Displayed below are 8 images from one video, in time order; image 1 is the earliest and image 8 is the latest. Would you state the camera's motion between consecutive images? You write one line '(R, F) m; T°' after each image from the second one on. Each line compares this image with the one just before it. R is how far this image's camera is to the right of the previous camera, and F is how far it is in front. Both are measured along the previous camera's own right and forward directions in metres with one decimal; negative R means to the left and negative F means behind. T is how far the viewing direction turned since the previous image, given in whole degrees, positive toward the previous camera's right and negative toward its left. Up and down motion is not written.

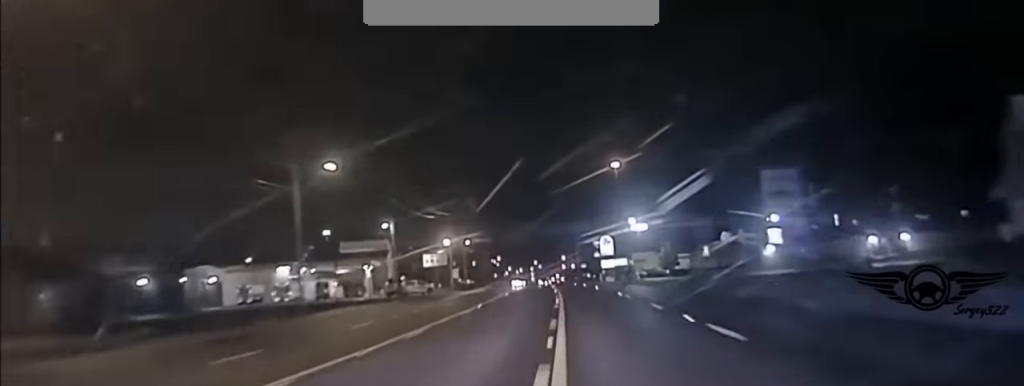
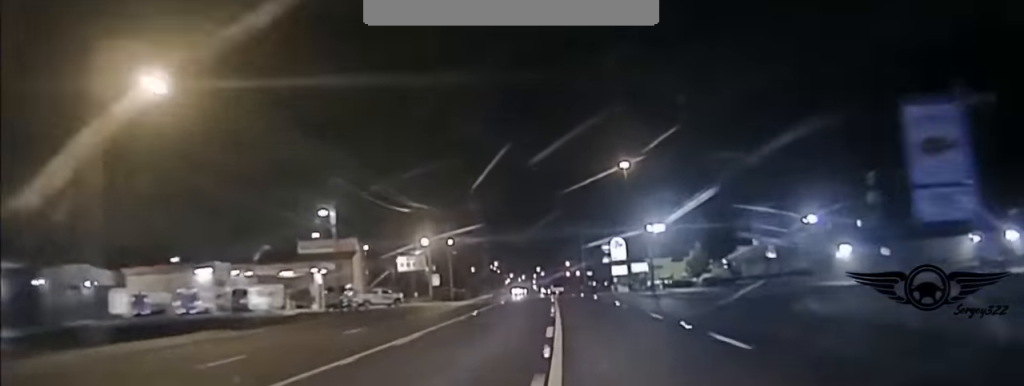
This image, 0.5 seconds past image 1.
(0.0, +22.8) m; 0°
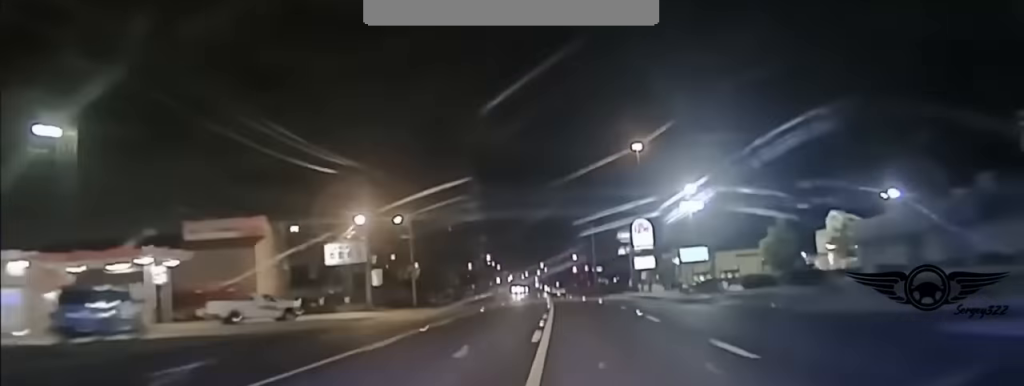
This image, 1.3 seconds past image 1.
(-0.1, +31.5) m; -1°
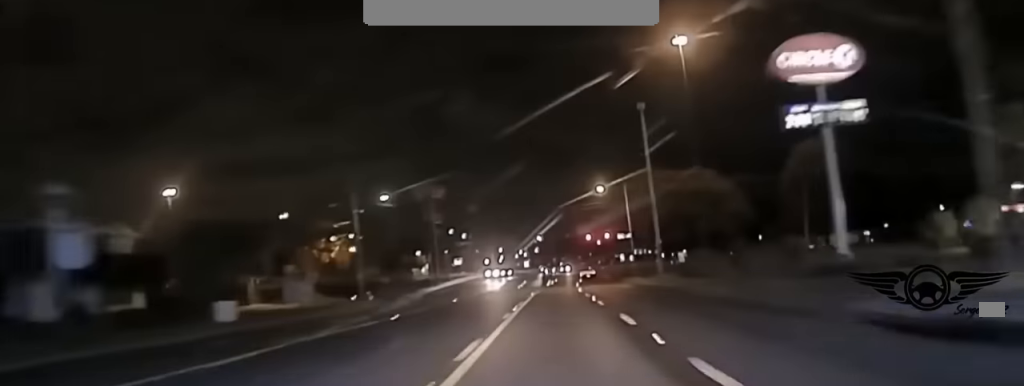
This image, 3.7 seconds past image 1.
(-1.0, +103.2) m; 0°
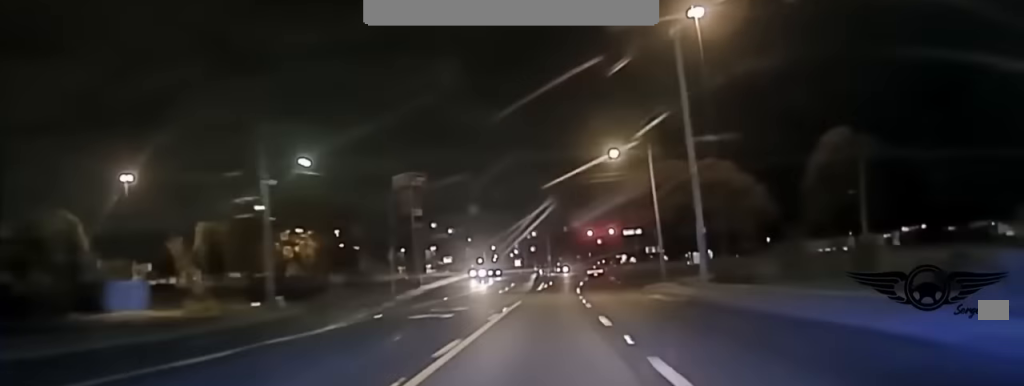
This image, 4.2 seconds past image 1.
(+0.1, +25.6) m; 0°
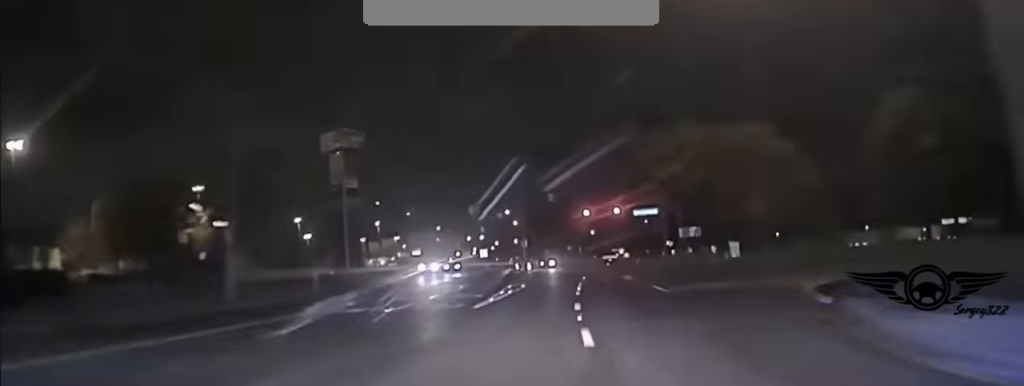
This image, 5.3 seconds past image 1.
(-0.1, +47.0) m; +1°
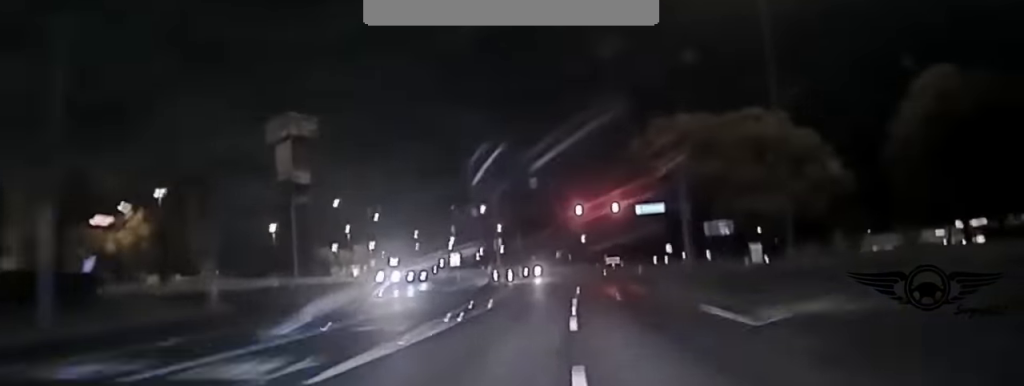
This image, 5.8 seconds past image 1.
(+0.6, +19.9) m; +1°
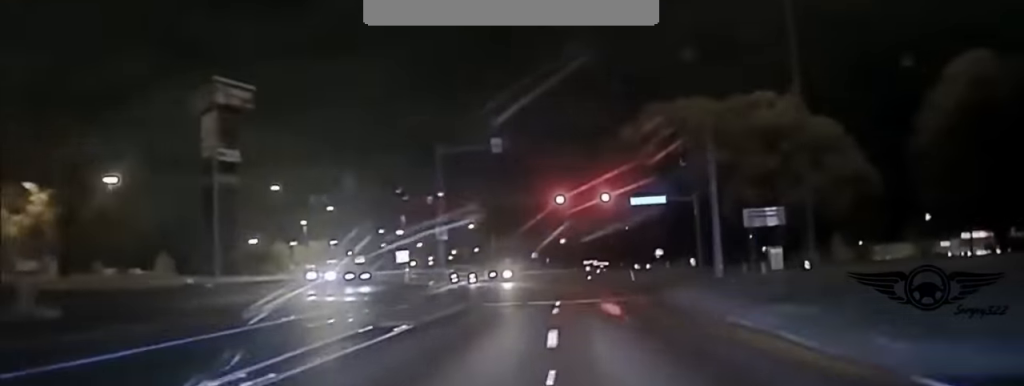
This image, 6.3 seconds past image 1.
(+0.2, +18.1) m; +1°
